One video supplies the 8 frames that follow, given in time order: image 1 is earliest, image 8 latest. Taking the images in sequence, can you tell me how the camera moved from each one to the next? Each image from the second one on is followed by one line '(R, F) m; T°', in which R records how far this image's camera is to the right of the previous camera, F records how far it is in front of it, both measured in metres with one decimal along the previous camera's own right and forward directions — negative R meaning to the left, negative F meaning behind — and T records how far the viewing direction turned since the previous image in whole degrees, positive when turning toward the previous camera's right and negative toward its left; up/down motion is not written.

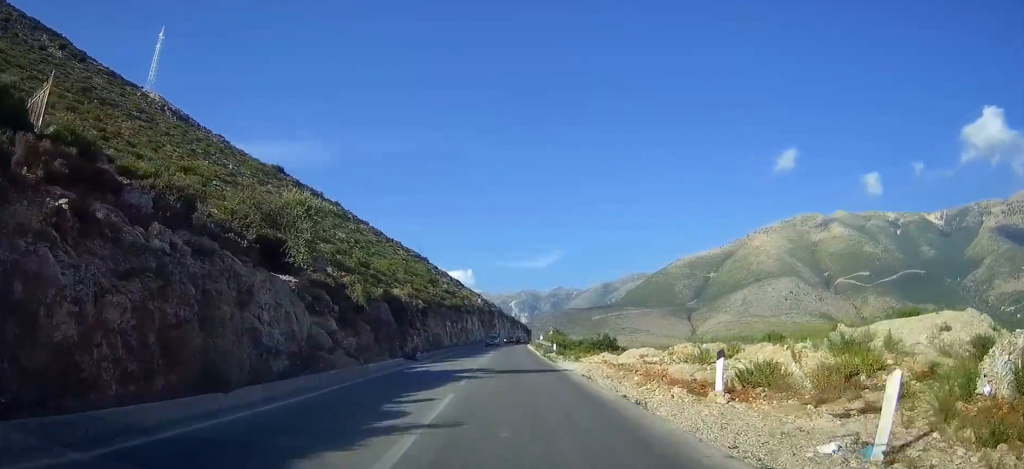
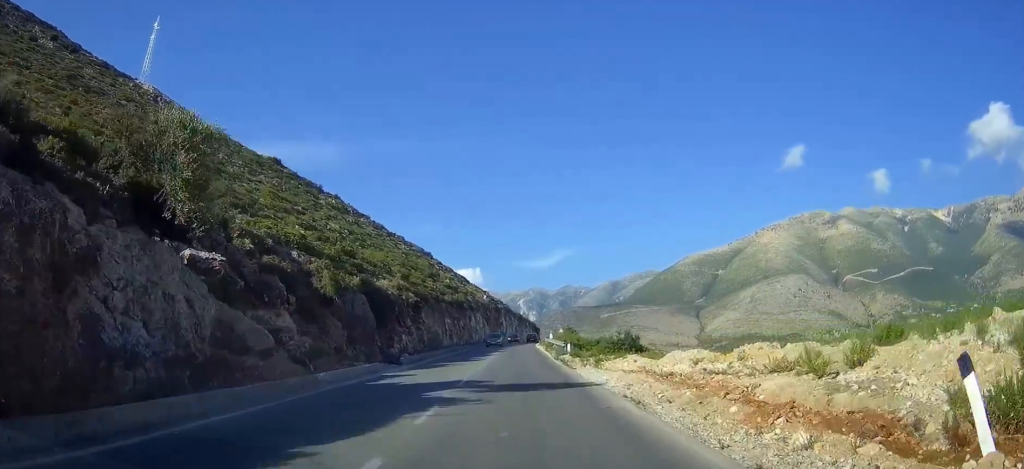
(0.0, +7.7) m; 0°
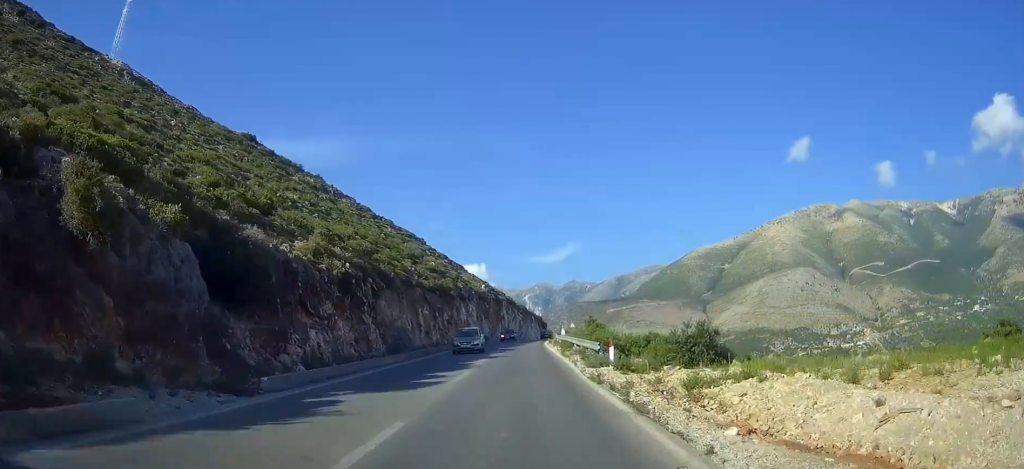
(0.0, +18.9) m; 0°
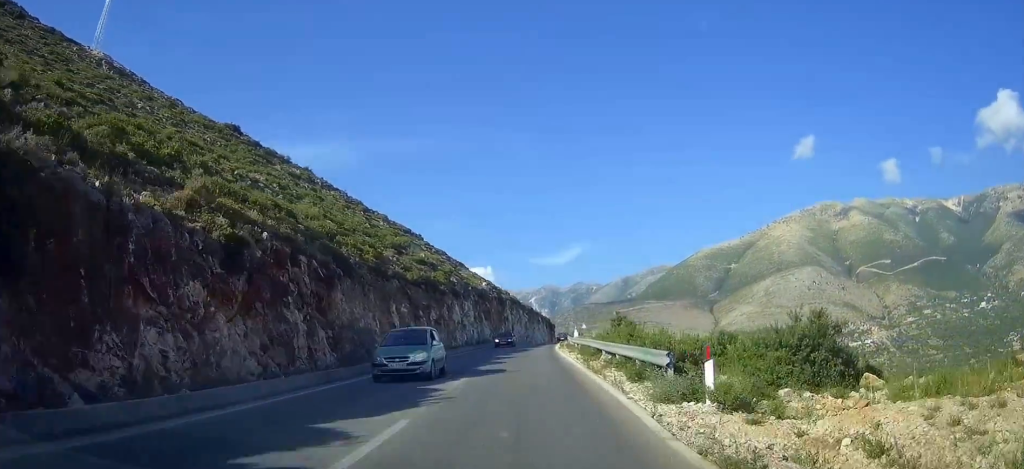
(0.0, +11.3) m; 0°
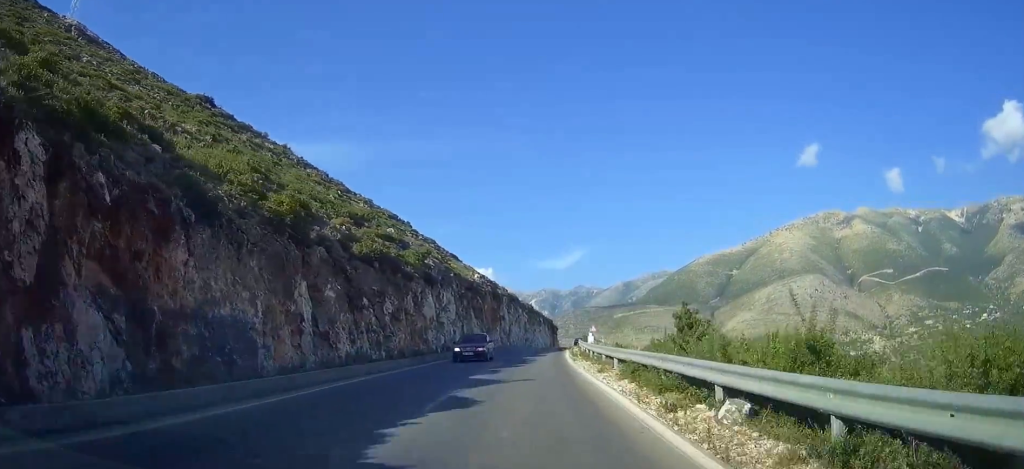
(0.0, +15.3) m; 0°
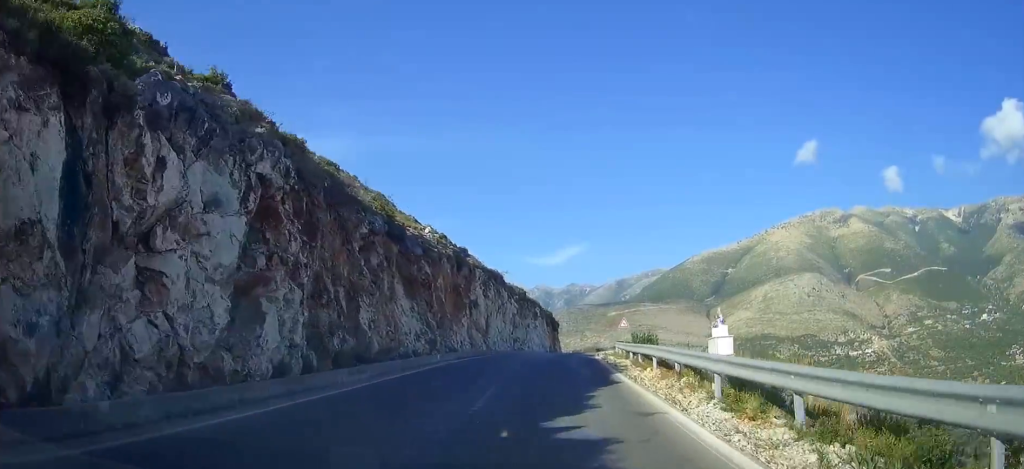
(+0.2, +33.9) m; +2°
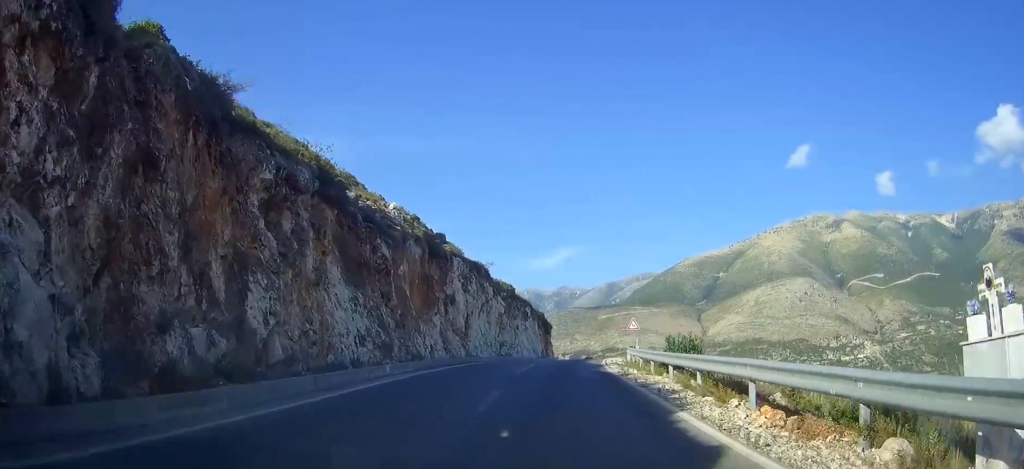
(+0.2, +9.7) m; +1°
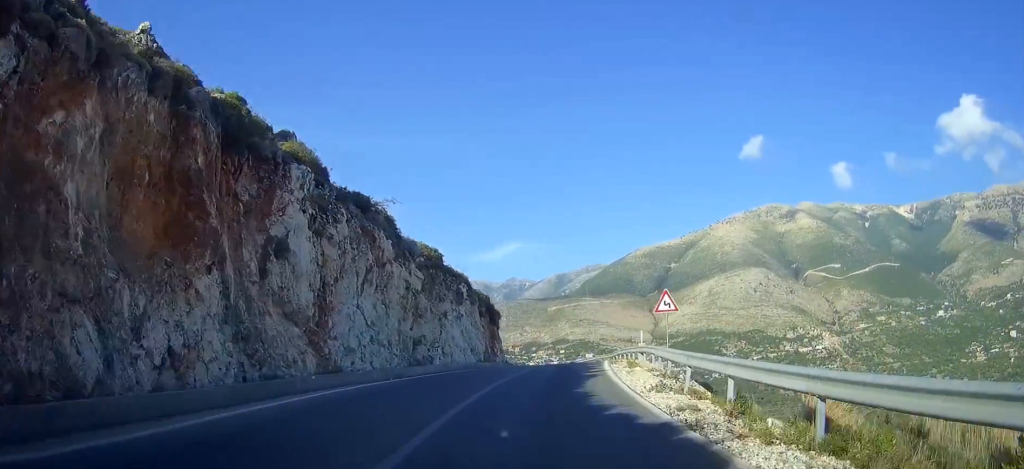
(+0.4, +23.7) m; +1°
